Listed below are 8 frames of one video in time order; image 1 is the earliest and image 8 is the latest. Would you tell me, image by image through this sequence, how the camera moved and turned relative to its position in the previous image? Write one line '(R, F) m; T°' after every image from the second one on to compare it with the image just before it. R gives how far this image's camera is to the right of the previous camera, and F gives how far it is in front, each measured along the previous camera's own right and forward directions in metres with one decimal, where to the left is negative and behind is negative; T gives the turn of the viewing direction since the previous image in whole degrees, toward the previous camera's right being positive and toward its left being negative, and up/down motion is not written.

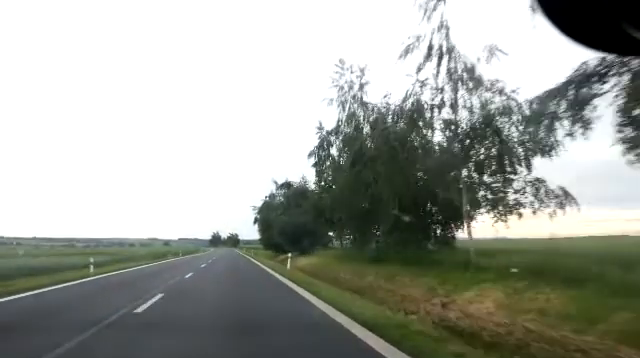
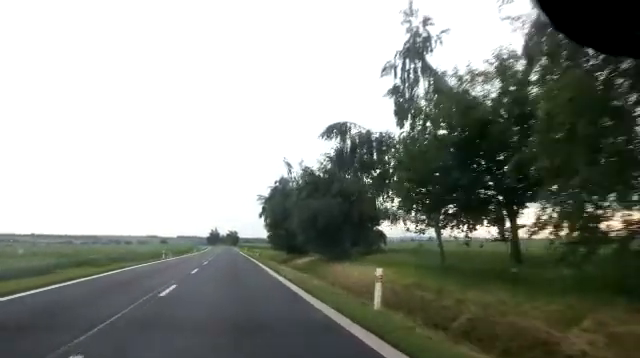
(0.0, +15.2) m; 0°
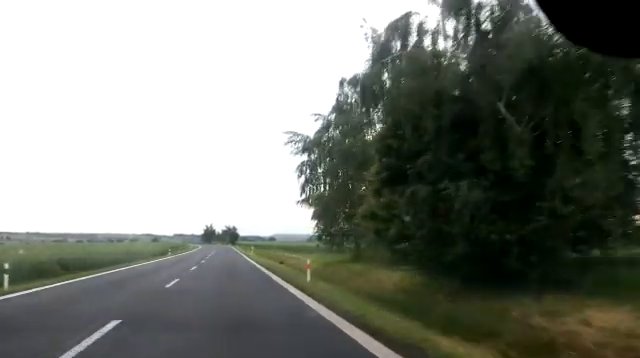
(+0.3, +33.4) m; +1°
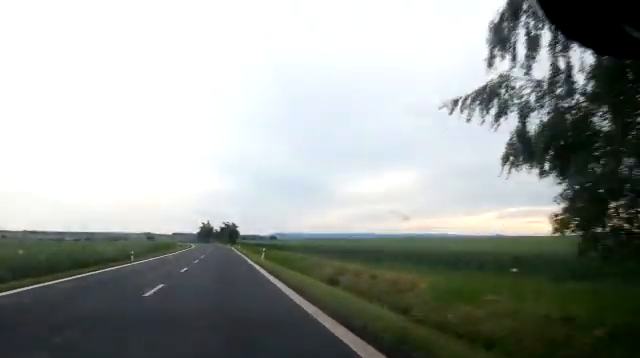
(+0.1, +20.3) m; -1°
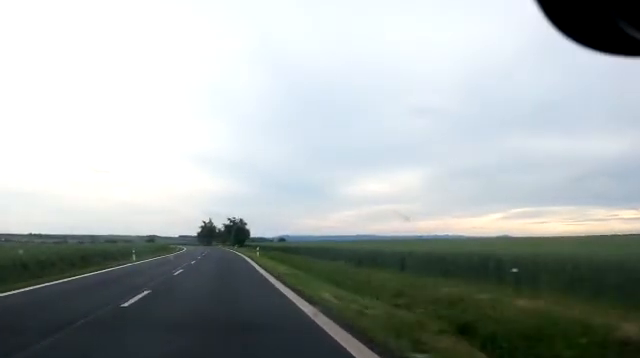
(-0.7, +37.0) m; -2°
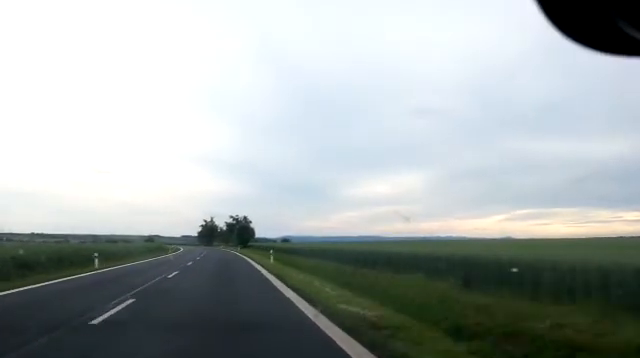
(0.0, +10.9) m; 0°
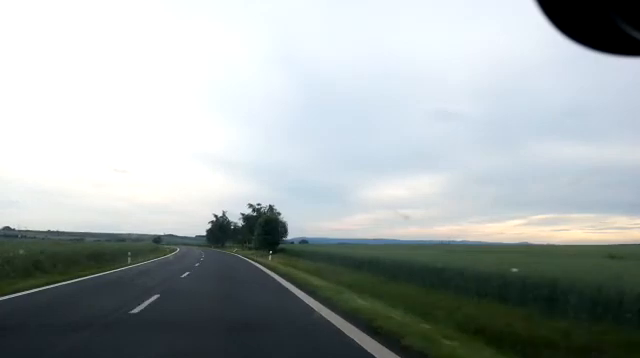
(-0.2, +34.2) m; -1°
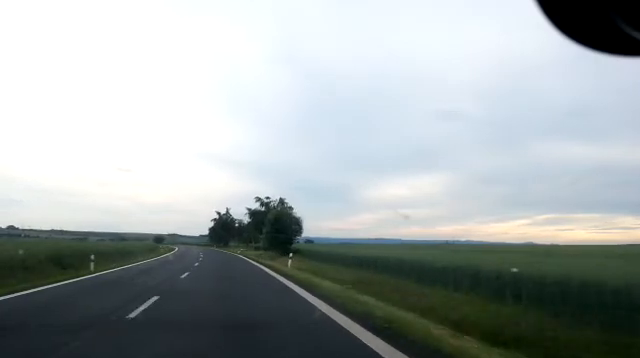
(-0.1, +9.4) m; 0°
